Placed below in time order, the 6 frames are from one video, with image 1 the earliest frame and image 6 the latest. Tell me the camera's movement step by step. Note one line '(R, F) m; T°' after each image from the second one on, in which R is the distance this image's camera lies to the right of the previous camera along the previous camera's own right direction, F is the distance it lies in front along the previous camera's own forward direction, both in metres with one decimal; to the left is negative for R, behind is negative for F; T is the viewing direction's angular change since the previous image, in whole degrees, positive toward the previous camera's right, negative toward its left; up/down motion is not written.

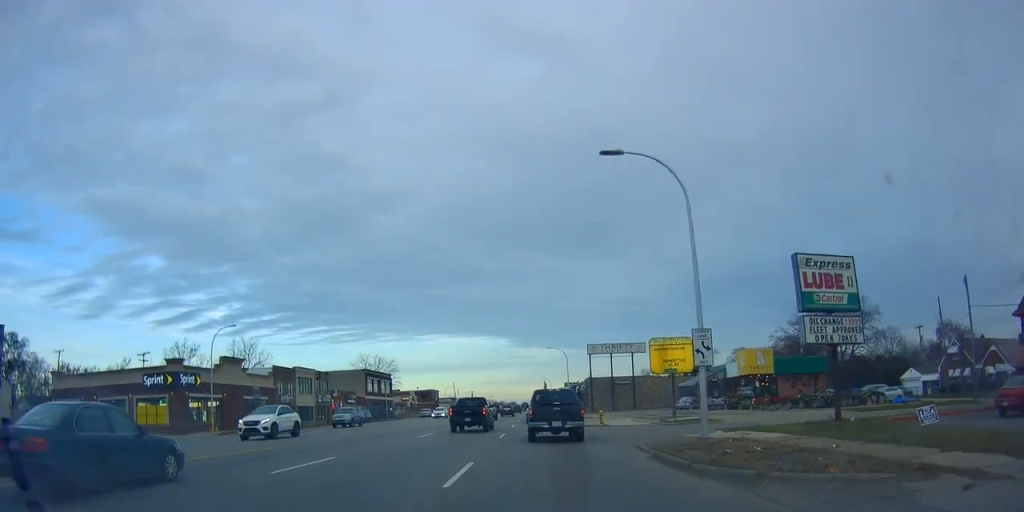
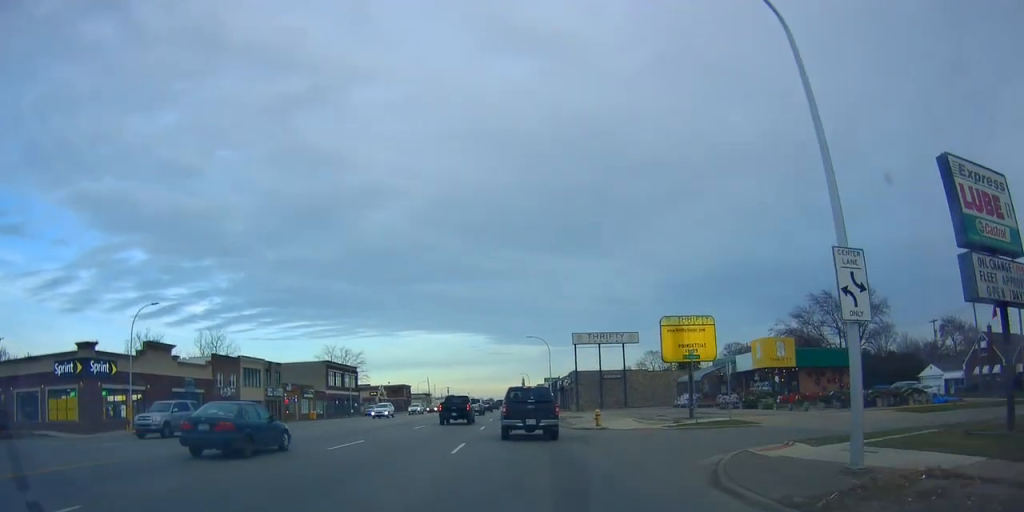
(+0.4, +10.9) m; +4°
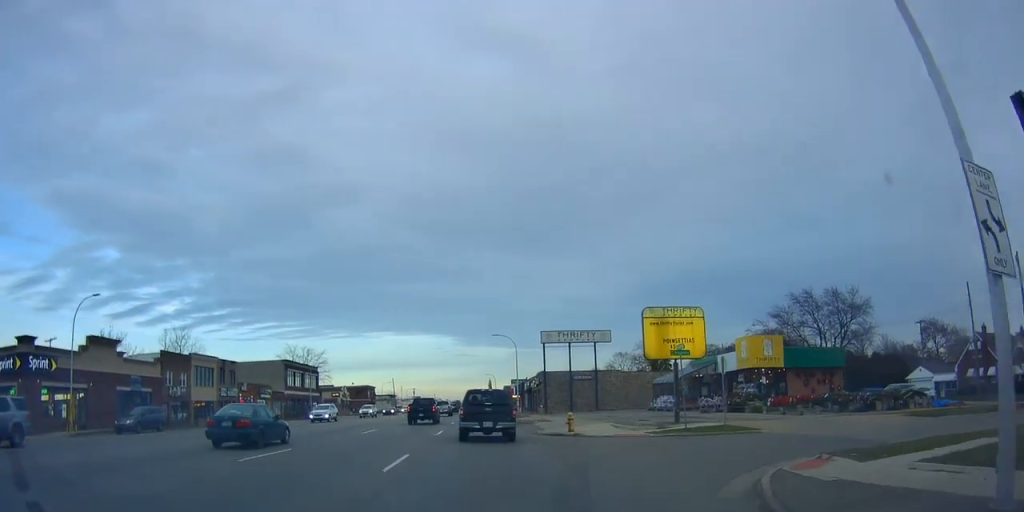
(+0.2, +4.7) m; 0°
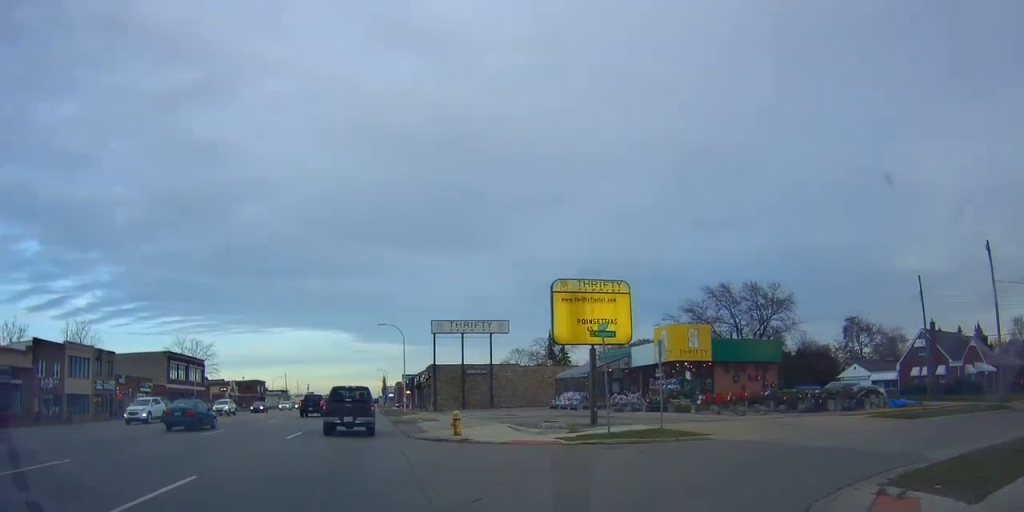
(0.0, +7.6) m; +4°
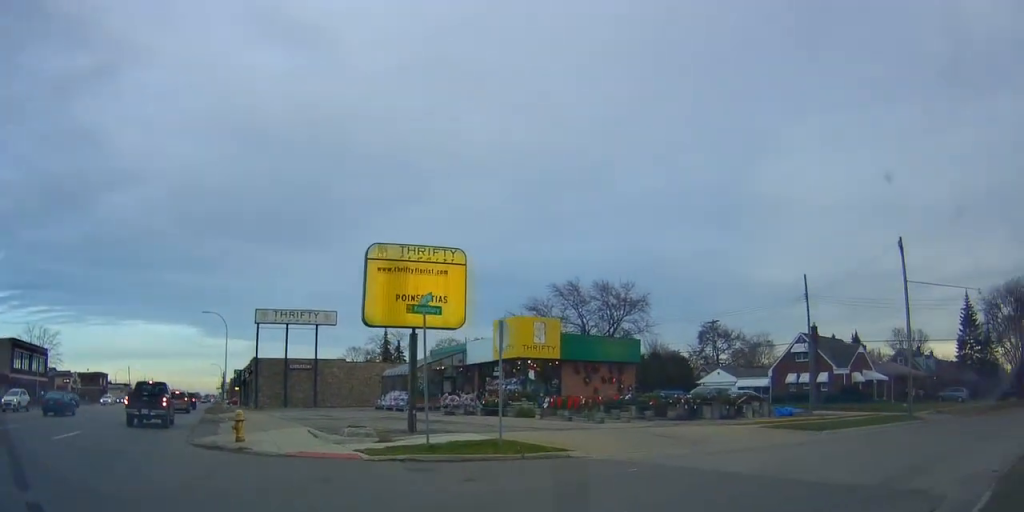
(-0.2, +6.4) m; +8°
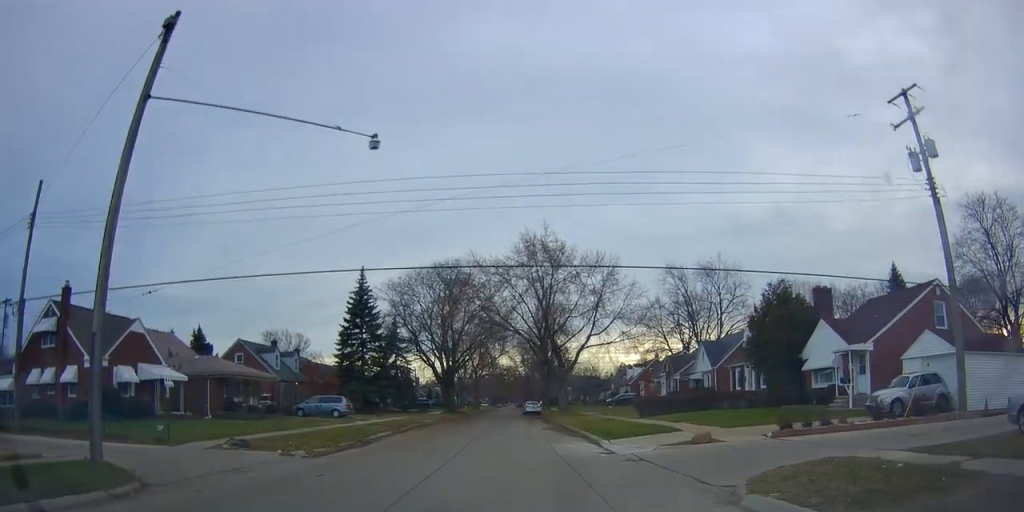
(+14.5, +14.5) m; +71°
